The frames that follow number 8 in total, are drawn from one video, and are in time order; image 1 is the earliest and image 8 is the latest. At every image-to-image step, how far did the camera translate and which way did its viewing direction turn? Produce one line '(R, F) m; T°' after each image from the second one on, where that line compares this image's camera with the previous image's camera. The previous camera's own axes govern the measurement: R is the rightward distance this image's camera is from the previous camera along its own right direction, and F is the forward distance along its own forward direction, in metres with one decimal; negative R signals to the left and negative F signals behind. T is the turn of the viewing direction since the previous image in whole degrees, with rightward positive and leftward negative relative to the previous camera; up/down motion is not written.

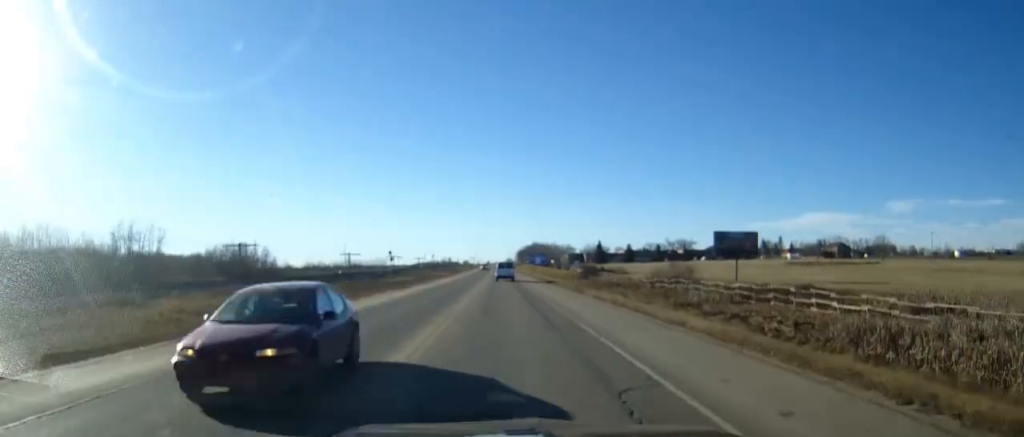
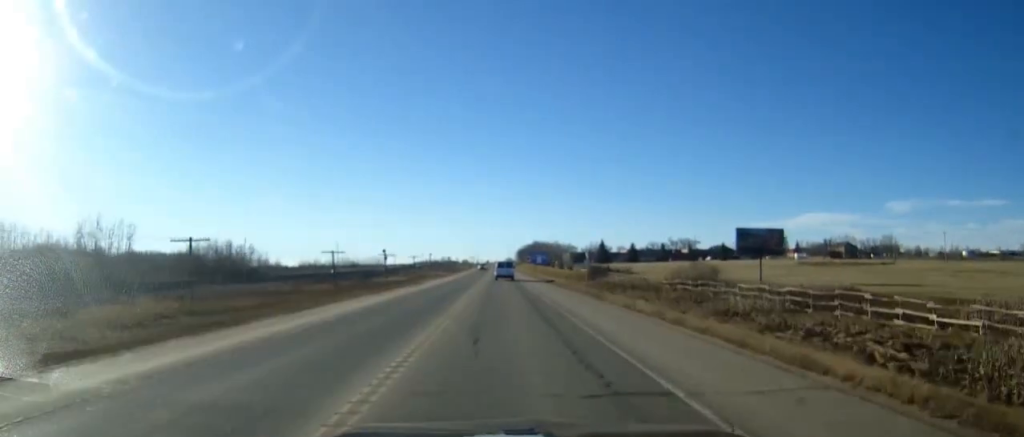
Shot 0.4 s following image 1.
(0.0, +9.1) m; 0°
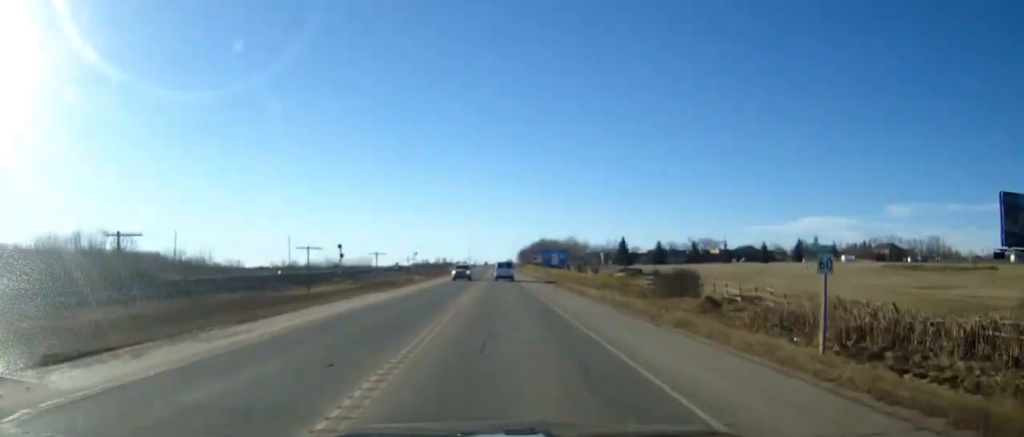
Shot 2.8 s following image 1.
(0.0, +49.6) m; 0°
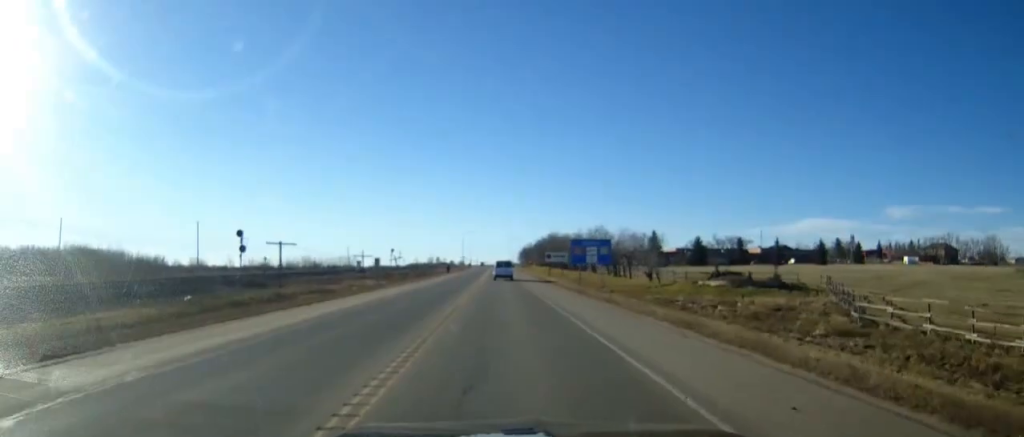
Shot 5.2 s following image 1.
(-0.1, +50.3) m; 0°
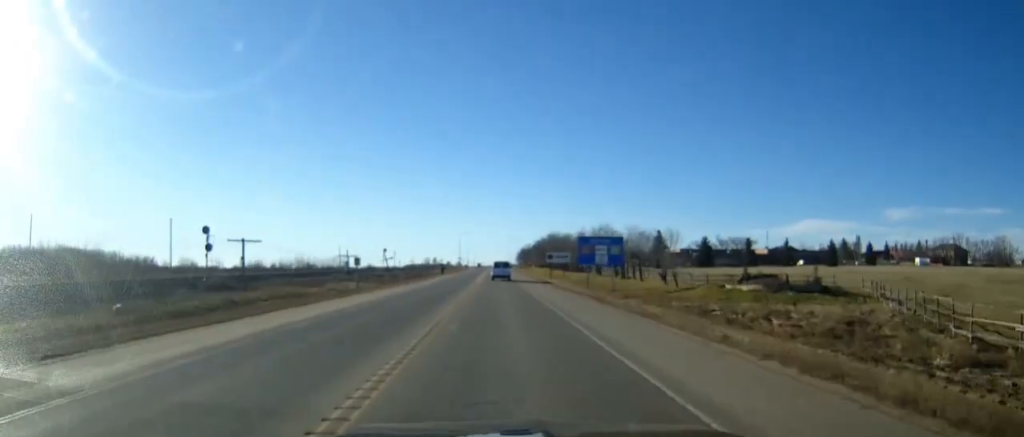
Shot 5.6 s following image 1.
(0.0, +9.1) m; 0°
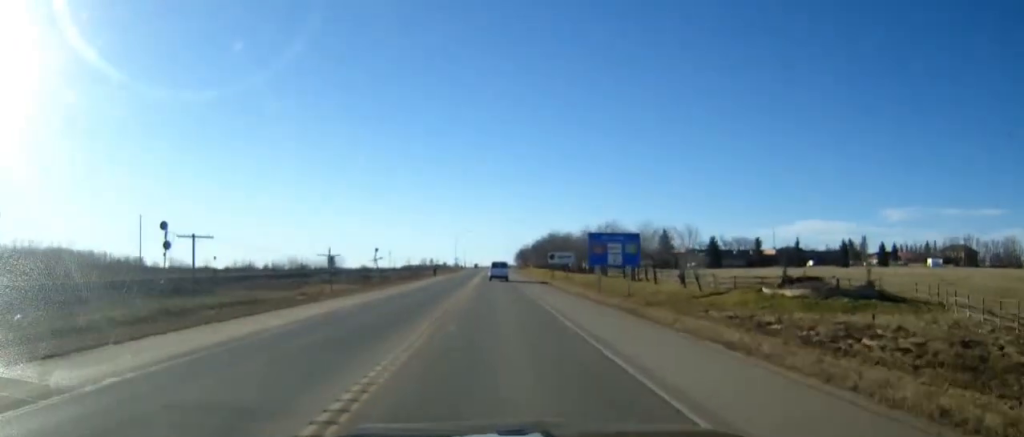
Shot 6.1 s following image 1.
(0.0, +9.1) m; 0°
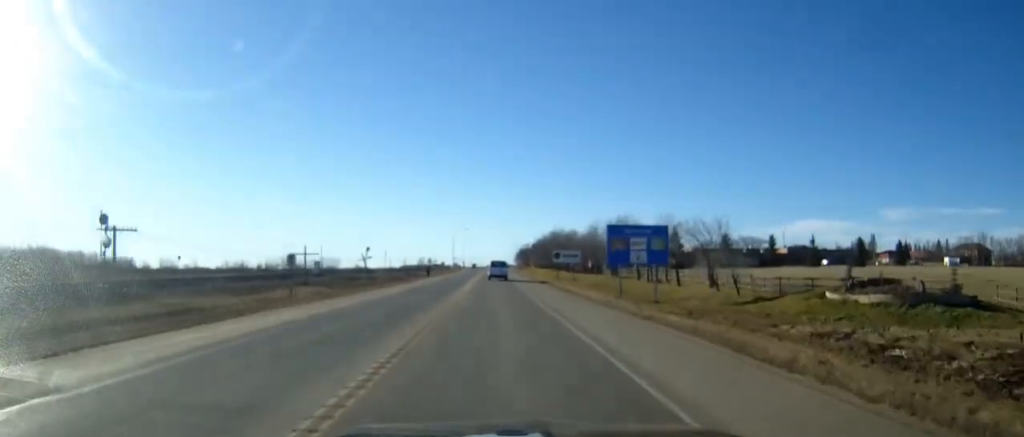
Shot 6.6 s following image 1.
(0.0, +10.5) m; 0°
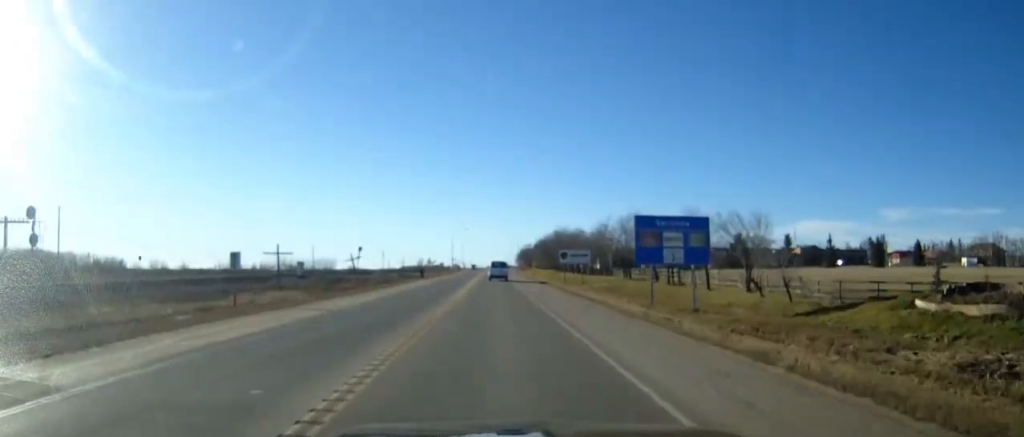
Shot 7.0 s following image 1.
(0.0, +9.8) m; 0°
